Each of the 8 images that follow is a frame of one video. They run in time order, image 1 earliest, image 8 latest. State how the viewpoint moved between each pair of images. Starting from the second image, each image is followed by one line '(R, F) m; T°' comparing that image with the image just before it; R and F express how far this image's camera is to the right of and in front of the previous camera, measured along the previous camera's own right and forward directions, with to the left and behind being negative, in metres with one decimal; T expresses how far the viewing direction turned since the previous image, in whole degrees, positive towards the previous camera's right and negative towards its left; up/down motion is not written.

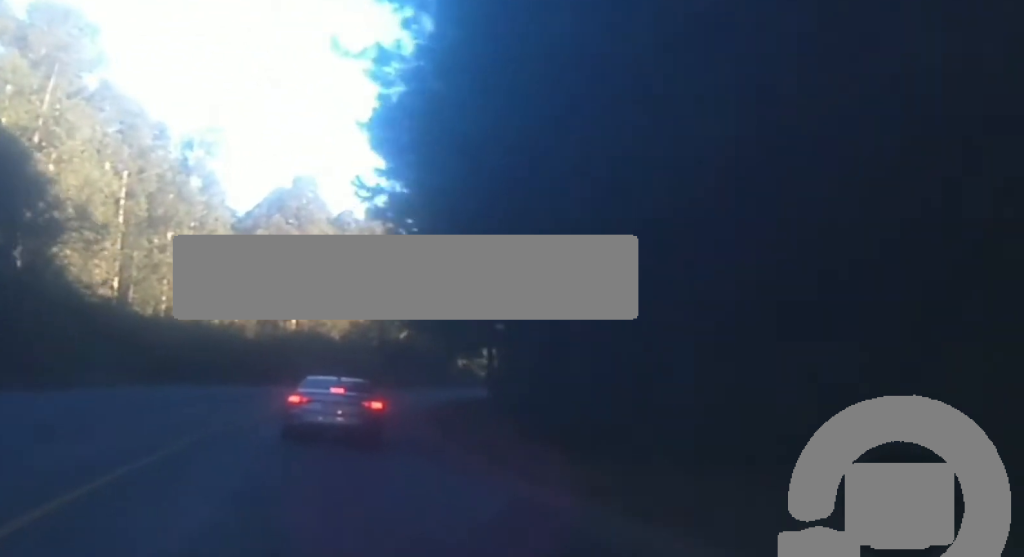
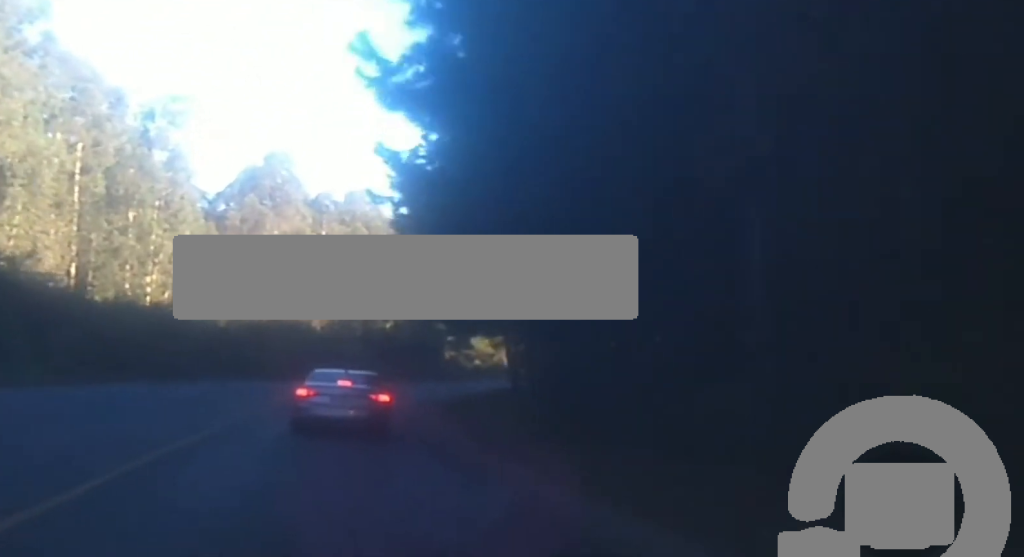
(+0.1, +10.0) m; +2°
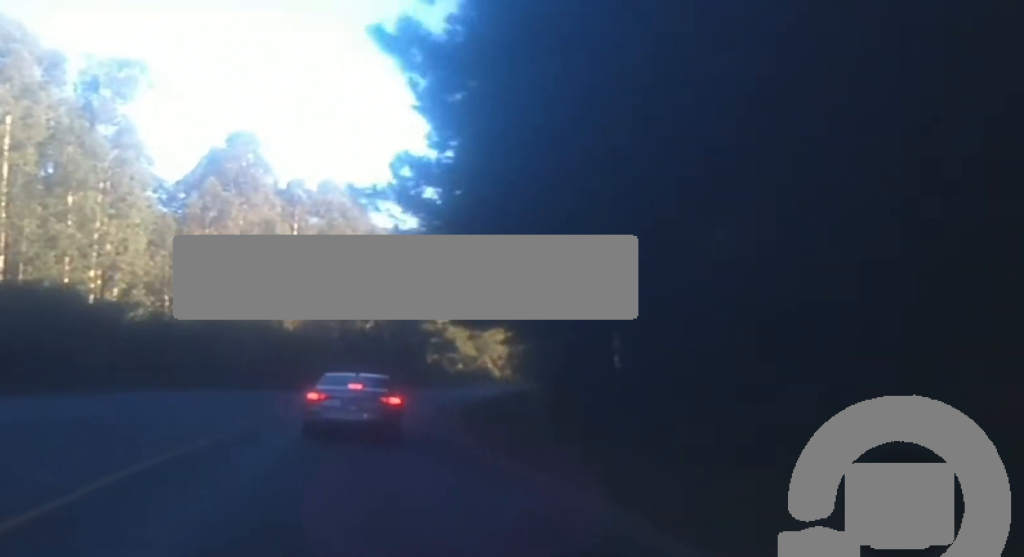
(-0.3, +13.5) m; +3°
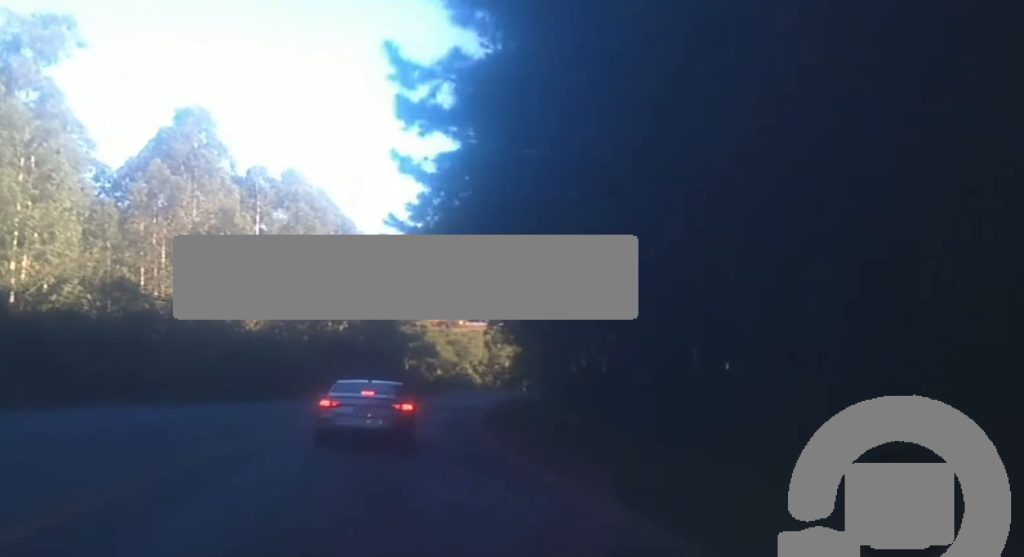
(+1.1, +12.8) m; +2°
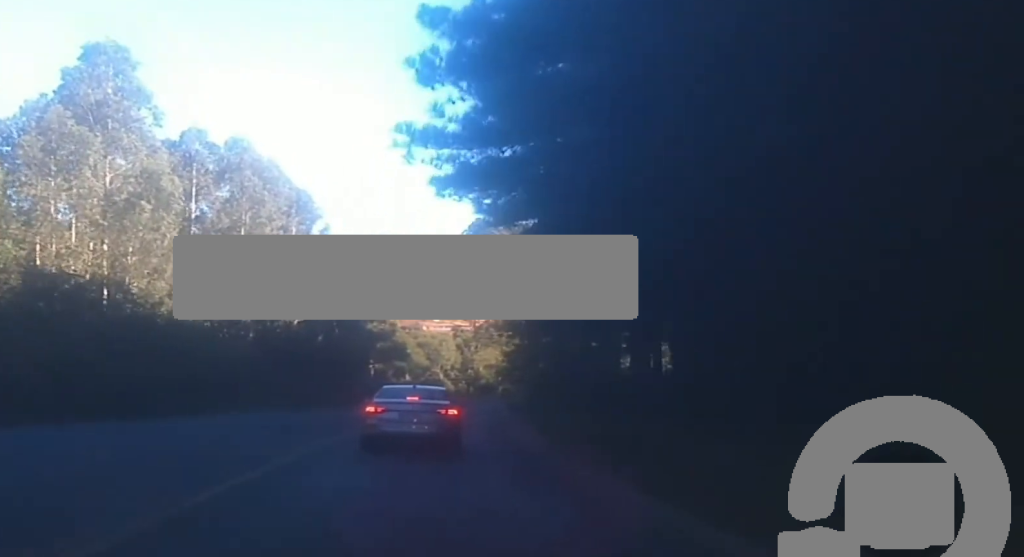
(+0.5, +19.5) m; +3°
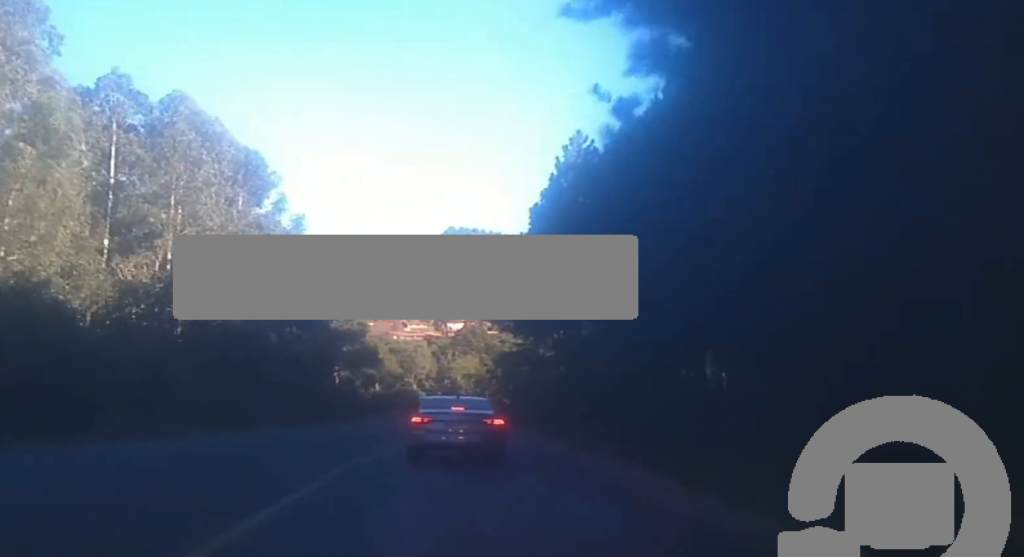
(+0.4, +20.6) m; +2°
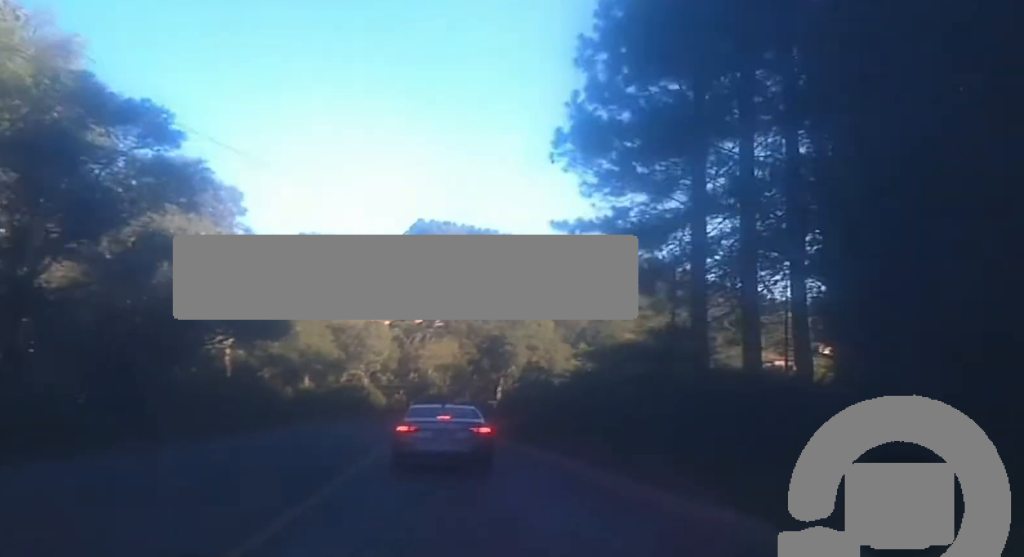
(+0.2, +54.6) m; +3°
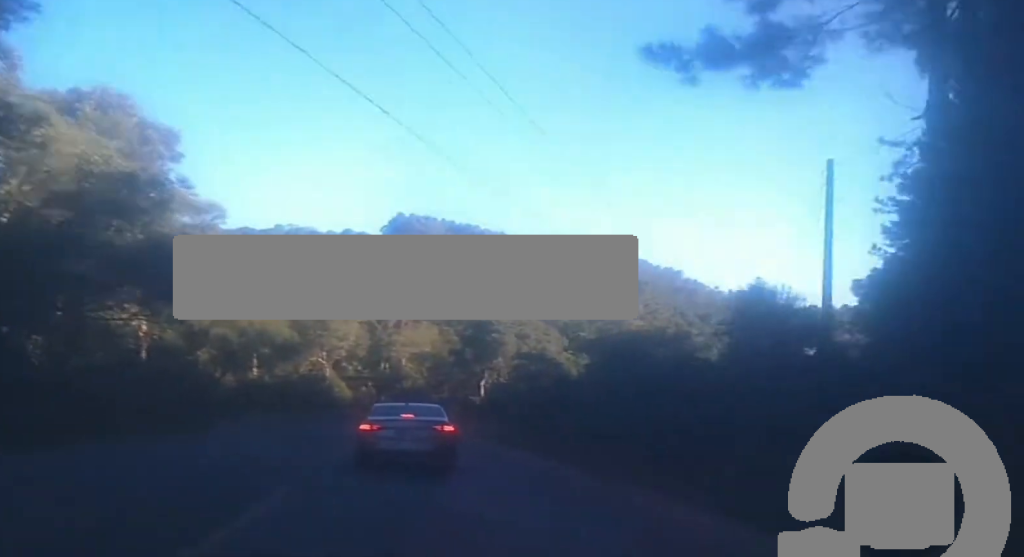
(+0.8, +19.3) m; +3°
